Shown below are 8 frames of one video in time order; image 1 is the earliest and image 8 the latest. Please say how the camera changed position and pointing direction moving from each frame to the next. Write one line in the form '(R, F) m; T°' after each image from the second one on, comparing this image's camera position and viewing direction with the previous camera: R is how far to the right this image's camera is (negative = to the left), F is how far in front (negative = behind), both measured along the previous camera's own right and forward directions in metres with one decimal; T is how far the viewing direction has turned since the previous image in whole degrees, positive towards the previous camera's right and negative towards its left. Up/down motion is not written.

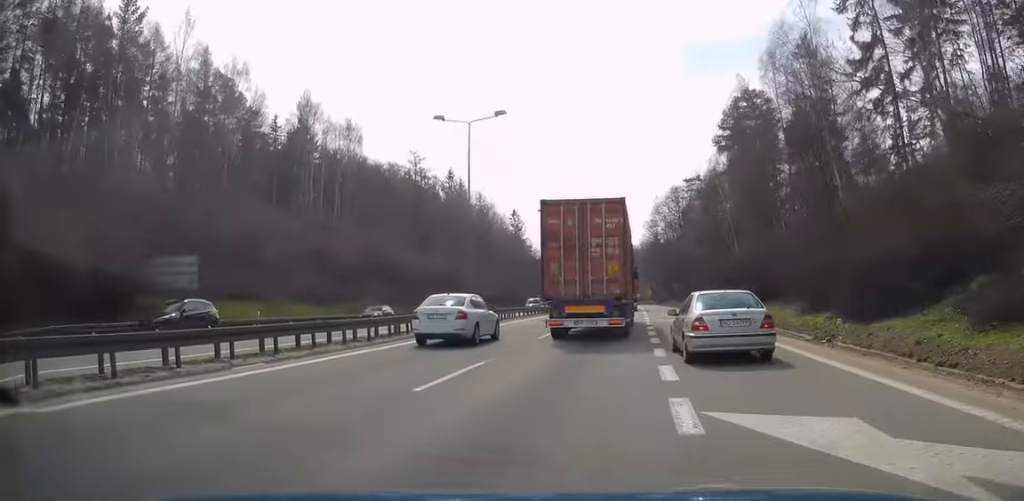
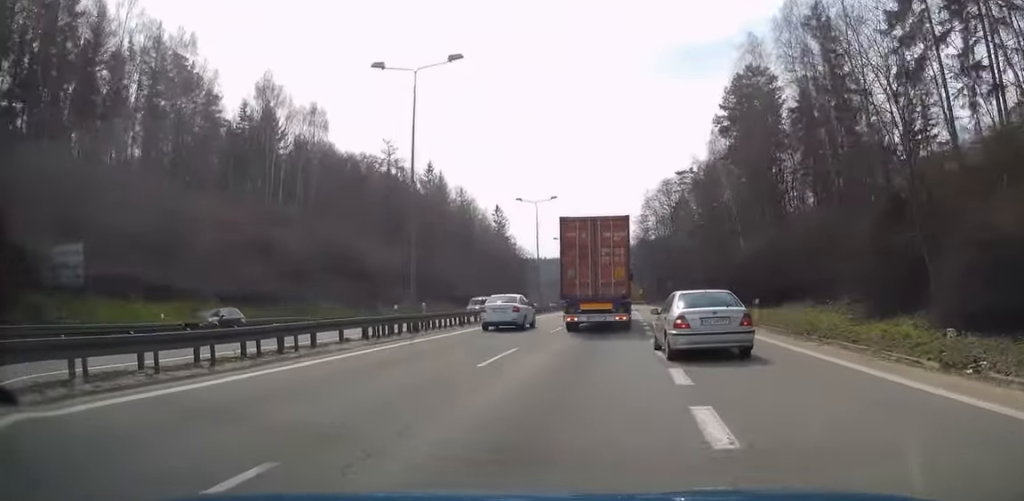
(0.0, +8.9) m; +1°
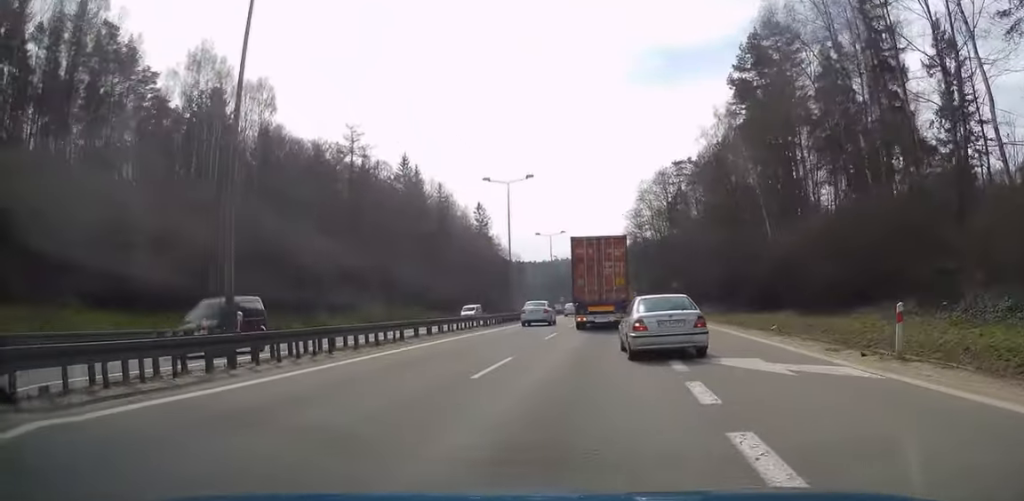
(+0.2, +13.7) m; +1°
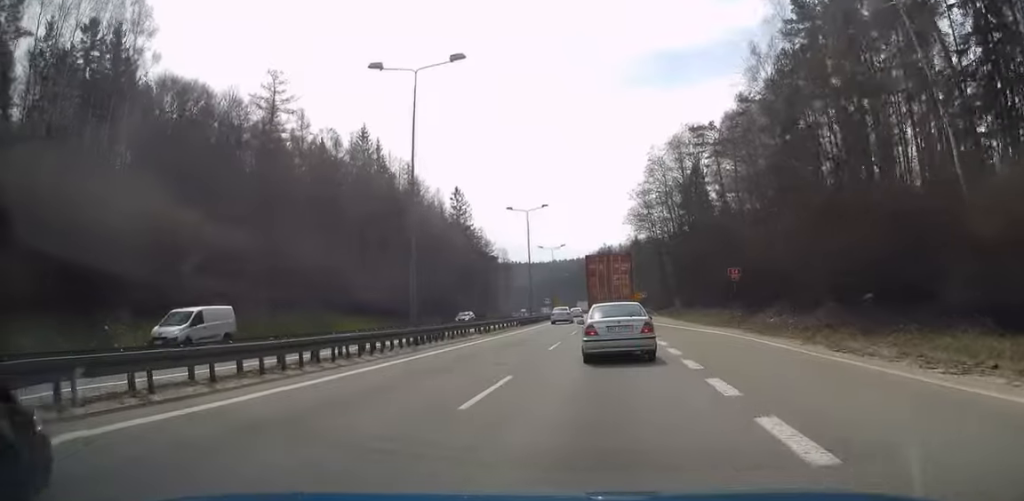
(+0.1, +27.6) m; 0°
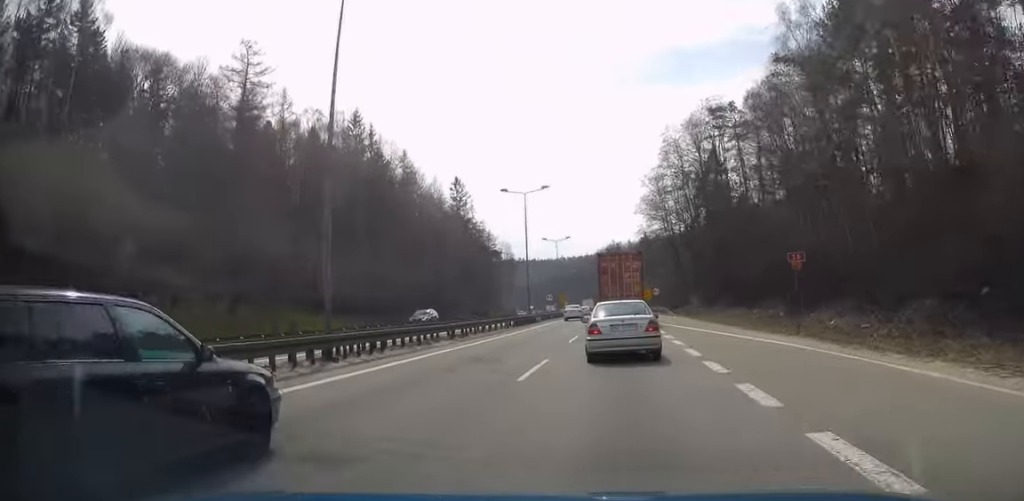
(0.0, +9.0) m; -1°
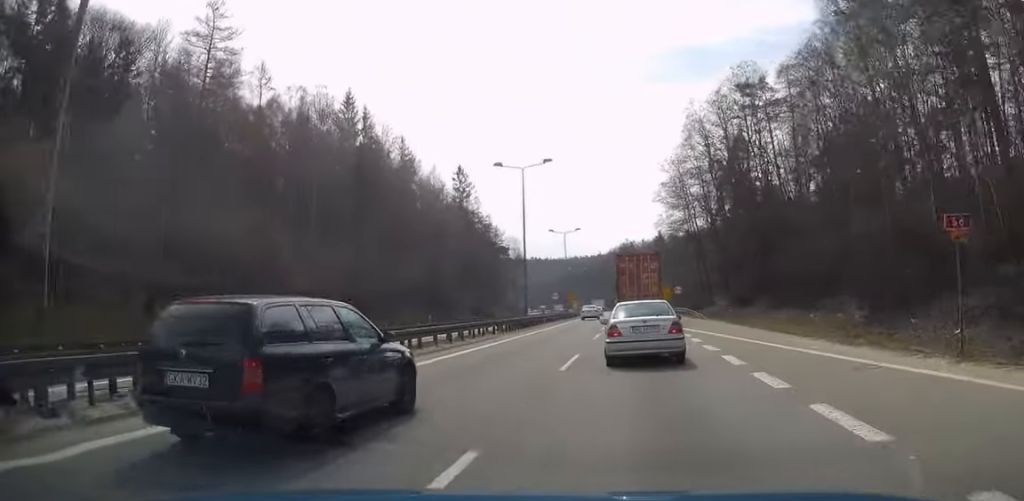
(-0.1, +10.3) m; -1°
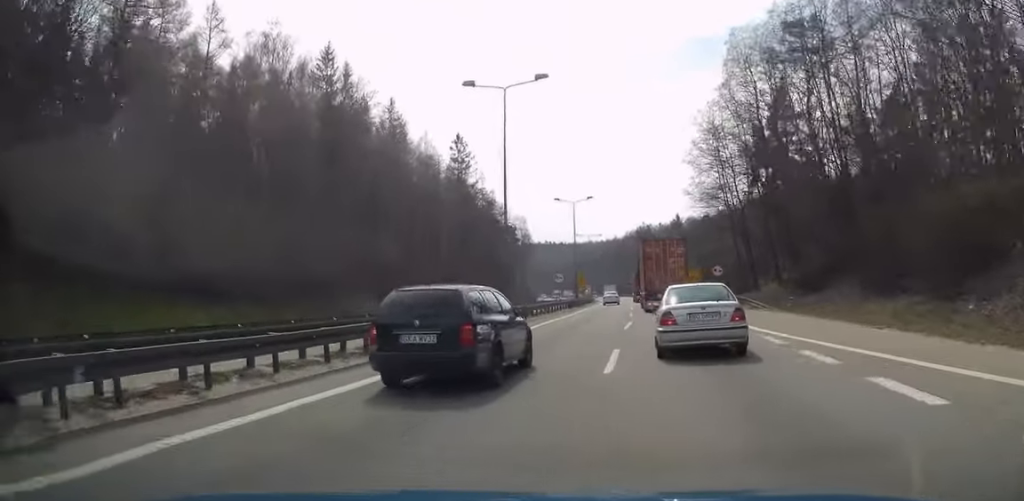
(-0.1, +15.2) m; -1°
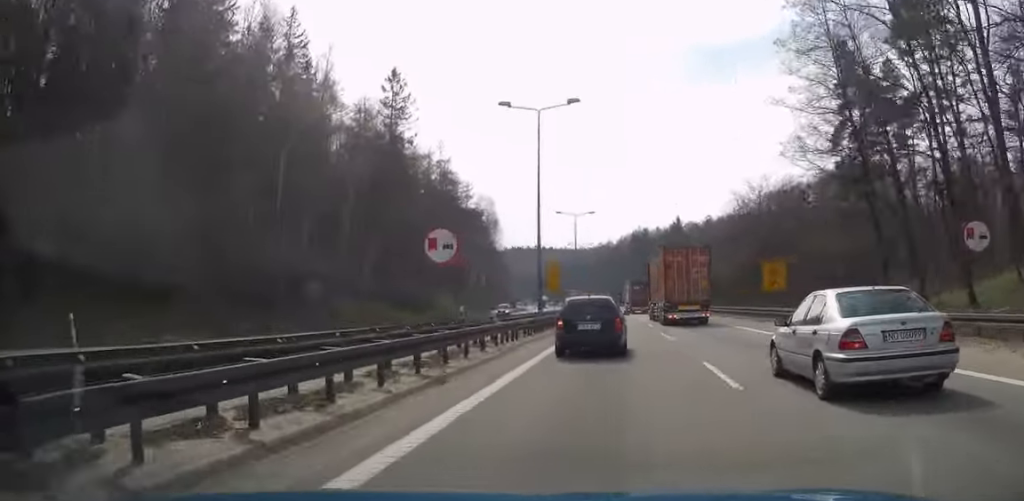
(-0.6, +39.6) m; -1°
